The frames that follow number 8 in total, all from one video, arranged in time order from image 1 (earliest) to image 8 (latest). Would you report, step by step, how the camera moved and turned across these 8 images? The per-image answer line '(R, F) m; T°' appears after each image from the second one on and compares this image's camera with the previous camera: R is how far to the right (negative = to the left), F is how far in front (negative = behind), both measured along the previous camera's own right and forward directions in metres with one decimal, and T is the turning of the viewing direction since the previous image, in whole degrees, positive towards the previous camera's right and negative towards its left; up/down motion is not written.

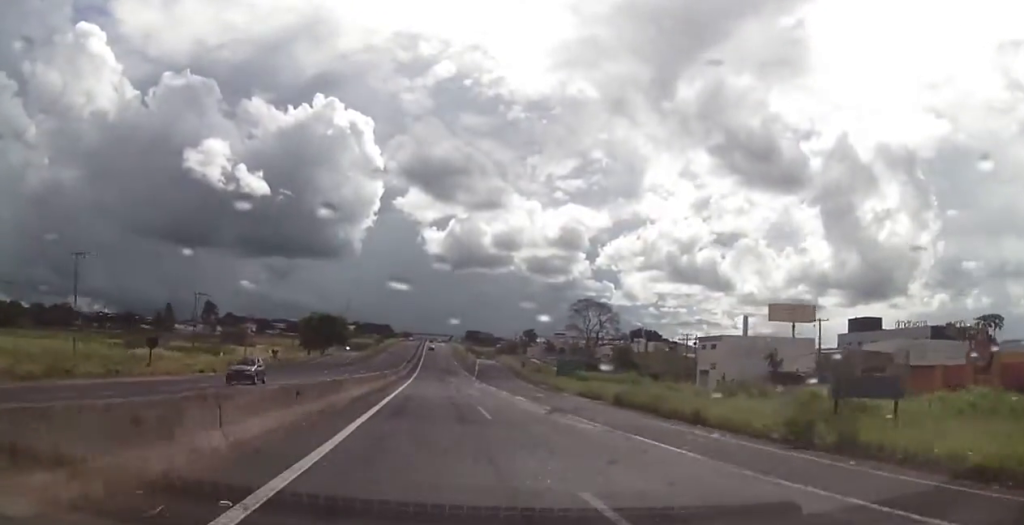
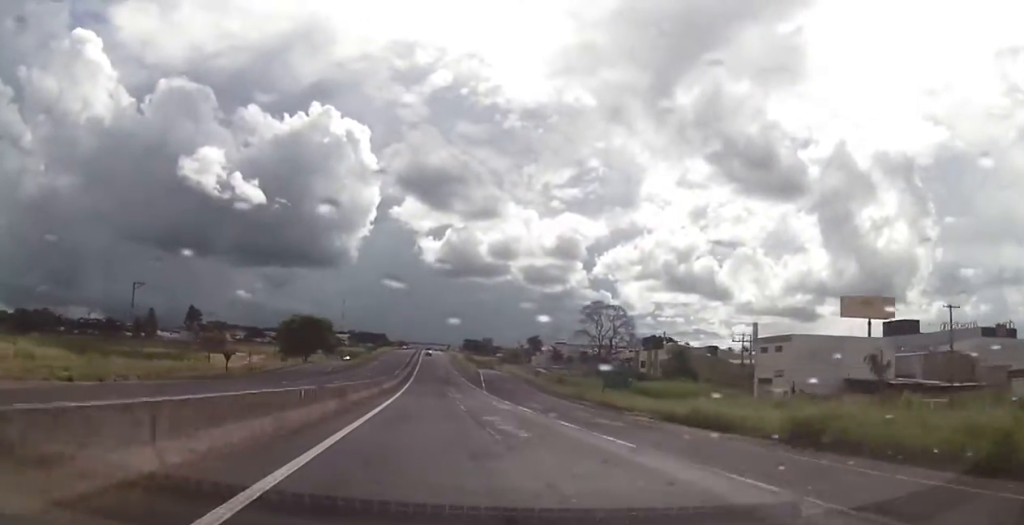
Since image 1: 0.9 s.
(0.0, +20.0) m; -1°
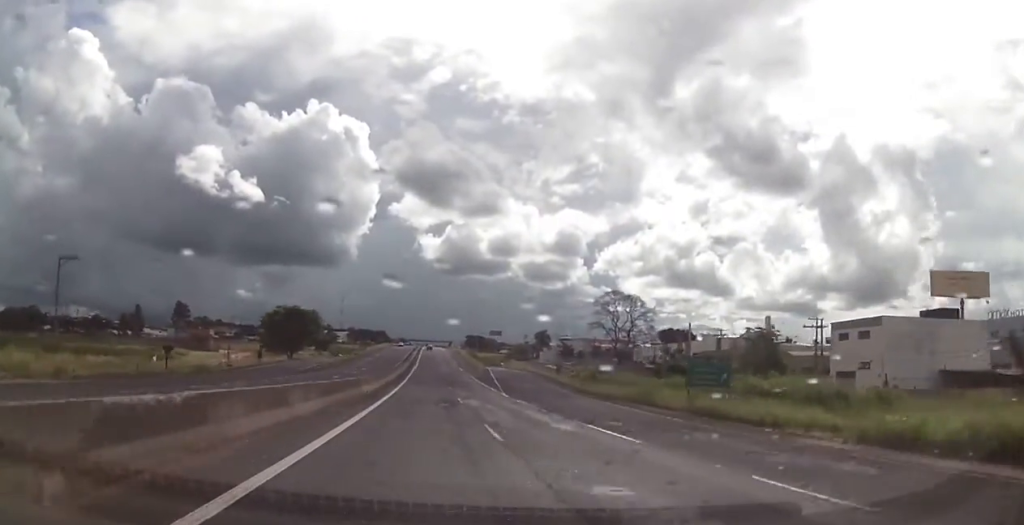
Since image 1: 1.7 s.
(-0.2, +17.1) m; 0°
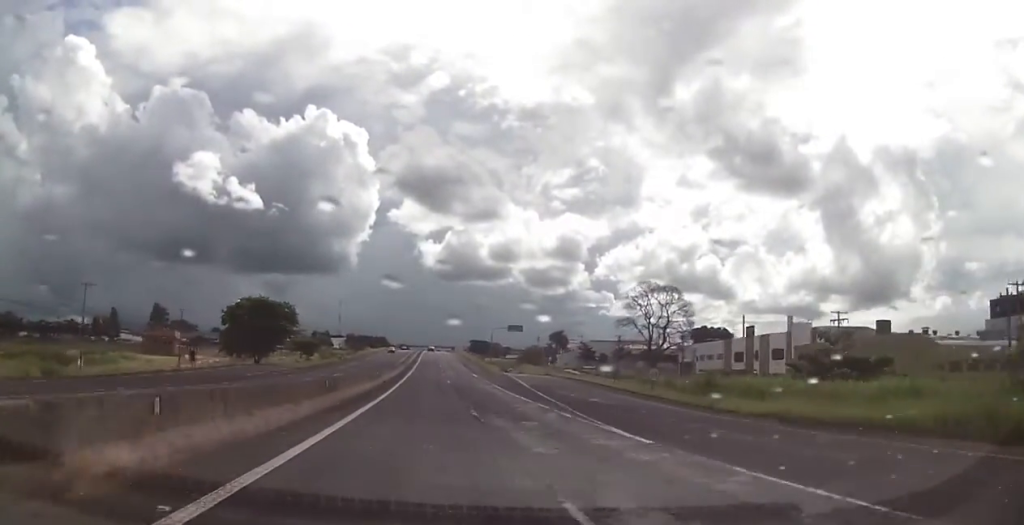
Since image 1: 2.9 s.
(+0.3, +27.4) m; +1°
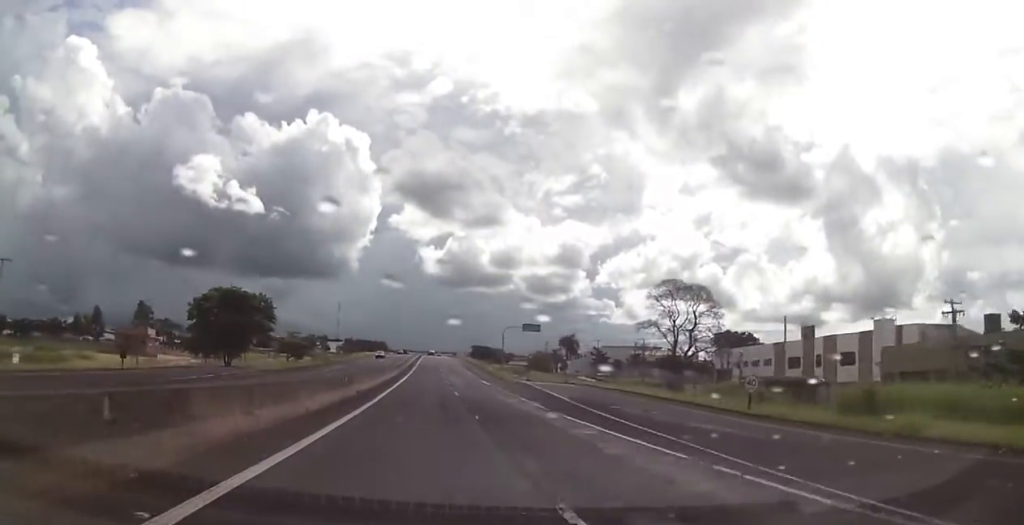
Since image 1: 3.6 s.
(+0.2, +16.3) m; 0°
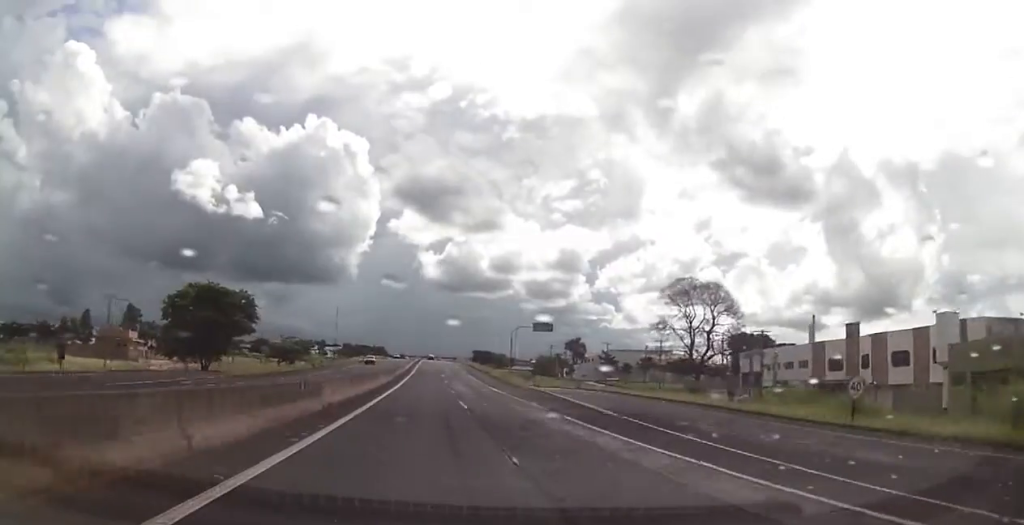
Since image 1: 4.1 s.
(-0.2, +9.6) m; 0°
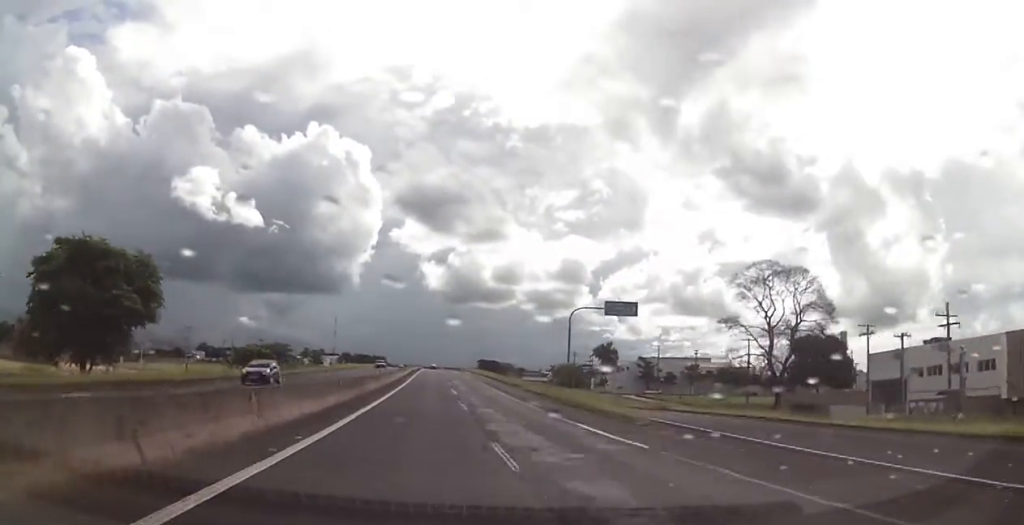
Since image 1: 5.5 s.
(+0.3, +31.6) m; 0°
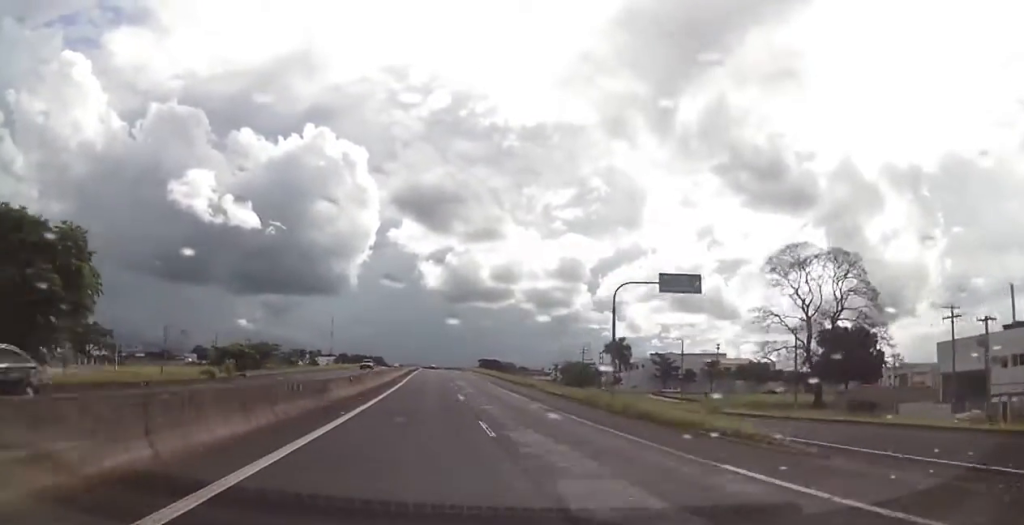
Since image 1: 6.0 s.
(-0.4, +11.7) m; 0°
